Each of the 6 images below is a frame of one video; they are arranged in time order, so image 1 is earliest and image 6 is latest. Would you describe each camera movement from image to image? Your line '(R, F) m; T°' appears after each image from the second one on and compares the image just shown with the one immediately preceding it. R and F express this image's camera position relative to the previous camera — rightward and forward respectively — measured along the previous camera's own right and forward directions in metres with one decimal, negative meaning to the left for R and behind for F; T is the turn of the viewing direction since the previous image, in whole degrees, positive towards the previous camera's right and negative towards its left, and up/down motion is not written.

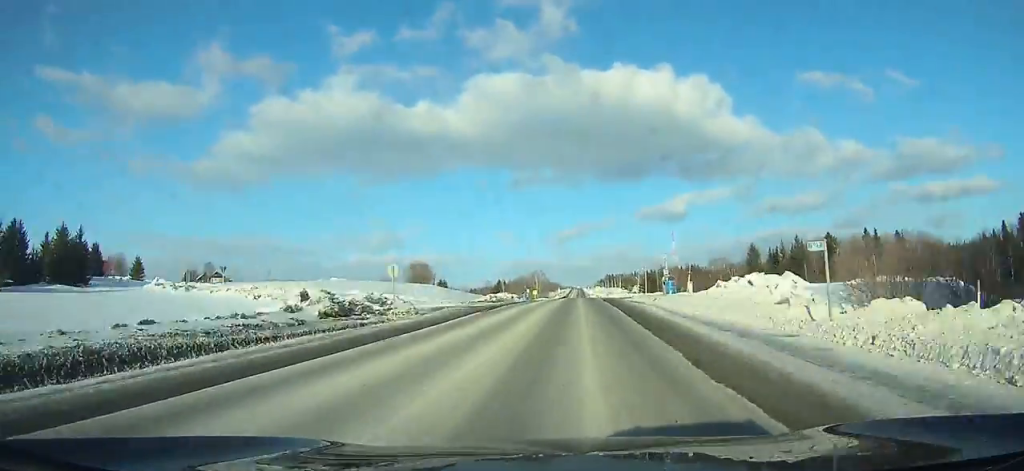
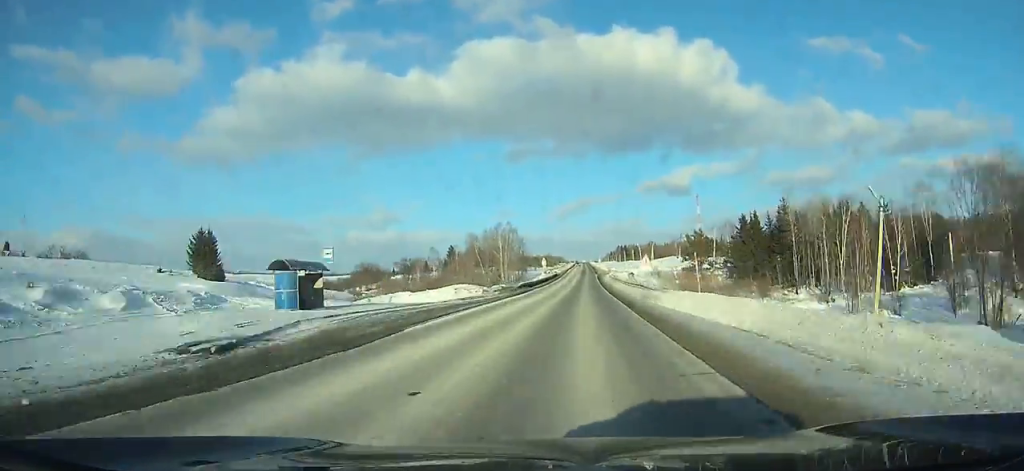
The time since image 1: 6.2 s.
(+1.0, +141.1) m; +1°
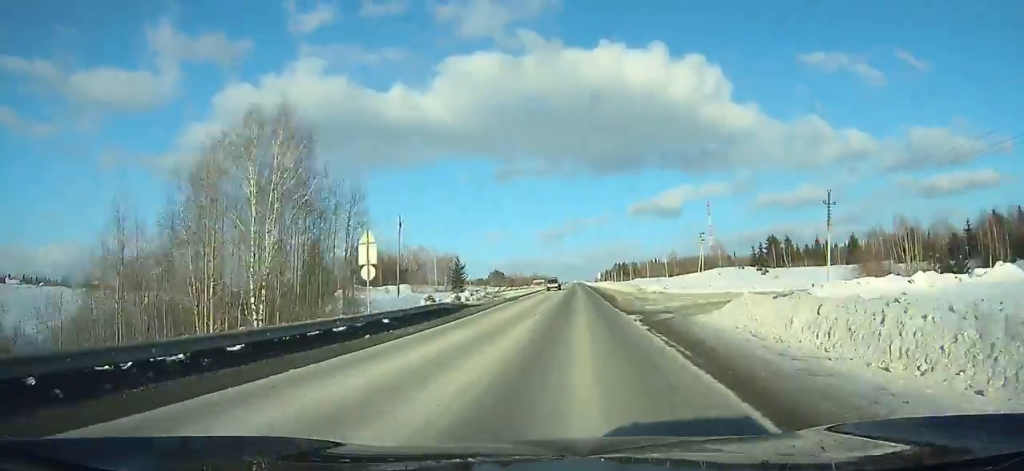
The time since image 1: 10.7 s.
(+0.6, +102.7) m; +1°
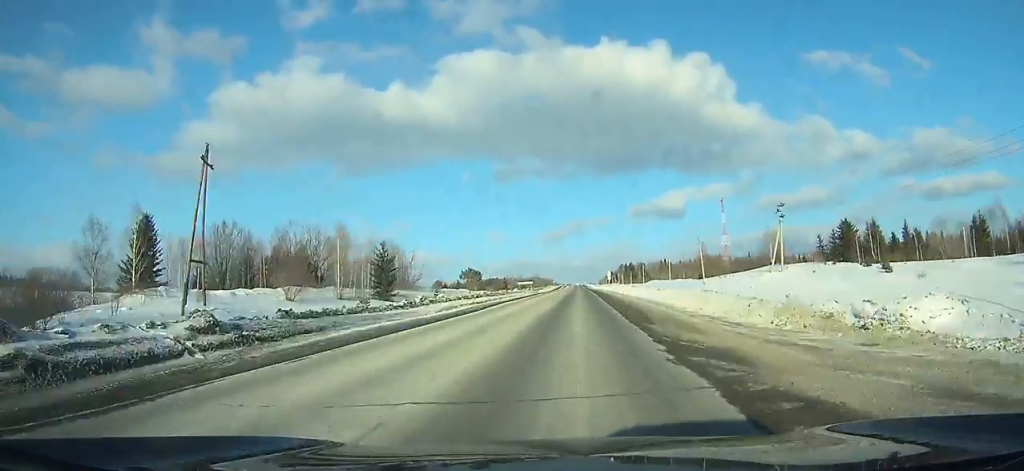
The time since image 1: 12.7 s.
(+0.1, +45.7) m; 0°
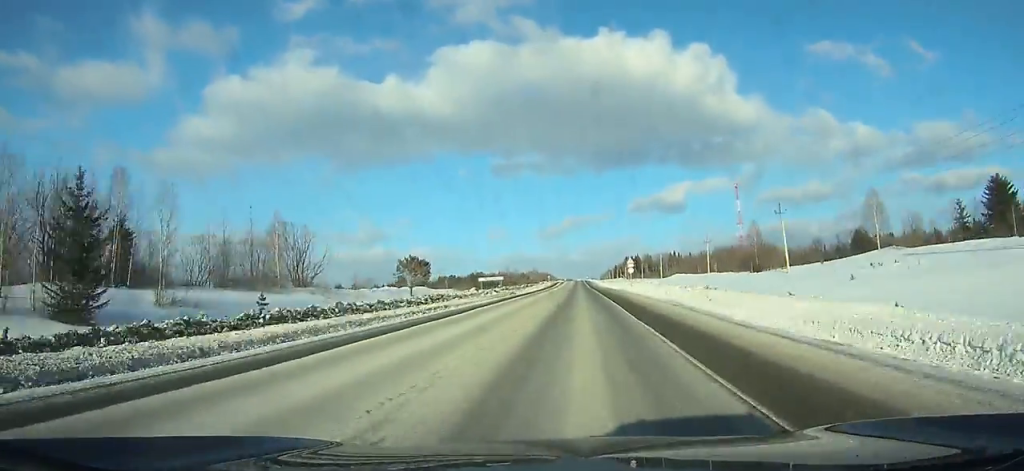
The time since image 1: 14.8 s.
(+0.3, +47.9) m; 0°
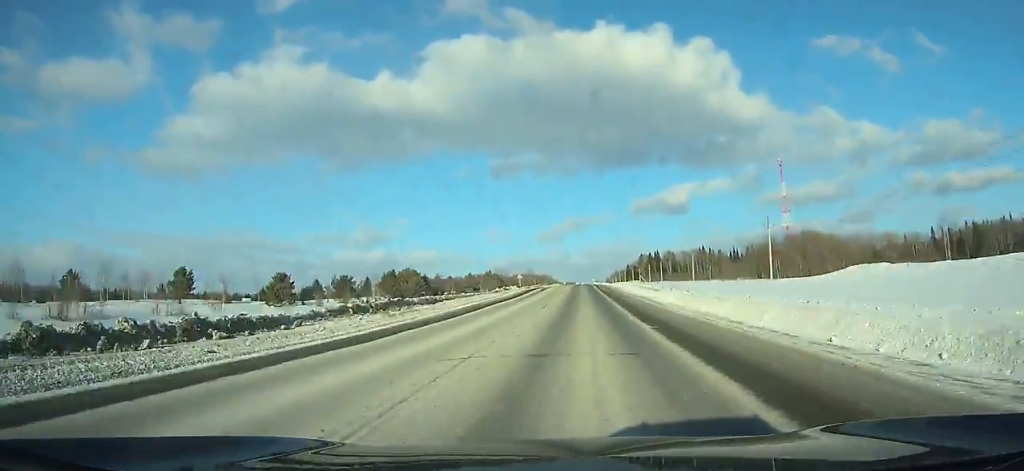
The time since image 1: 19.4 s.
(-0.8, +105.3) m; 0°
